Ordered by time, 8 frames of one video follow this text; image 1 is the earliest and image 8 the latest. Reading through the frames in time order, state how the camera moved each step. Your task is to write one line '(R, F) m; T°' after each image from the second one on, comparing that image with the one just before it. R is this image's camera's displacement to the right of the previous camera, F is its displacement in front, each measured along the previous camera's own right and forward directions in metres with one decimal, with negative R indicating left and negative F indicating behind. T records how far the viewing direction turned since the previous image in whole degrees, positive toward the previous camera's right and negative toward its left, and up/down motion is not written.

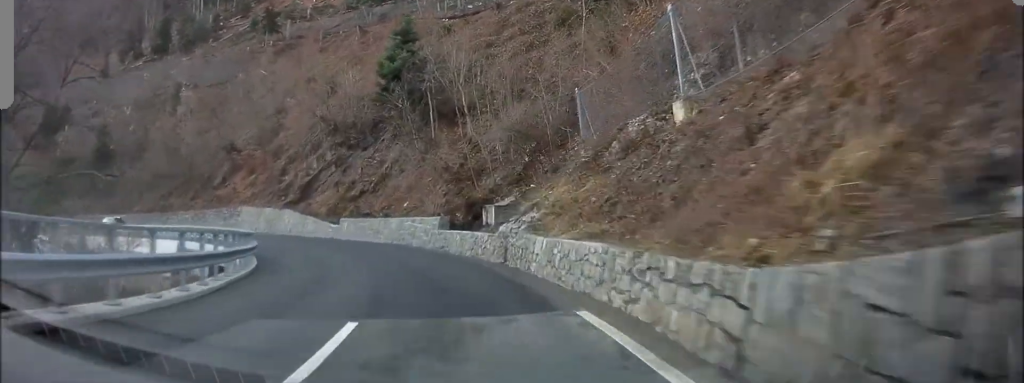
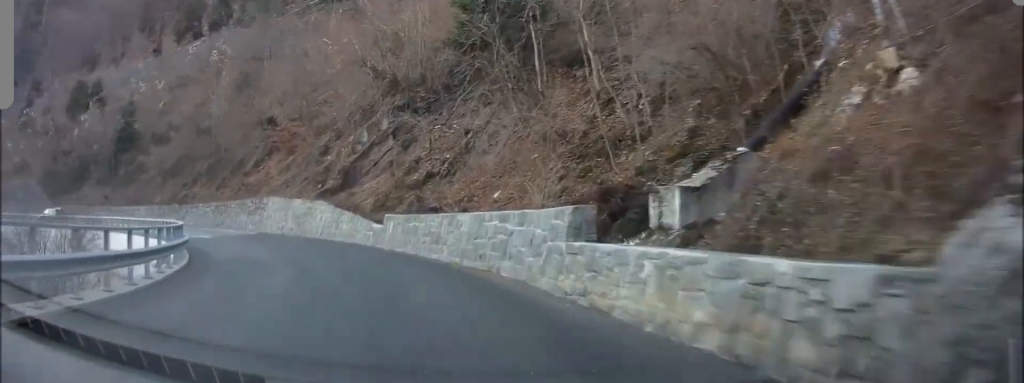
(+1.0, +13.4) m; +3°
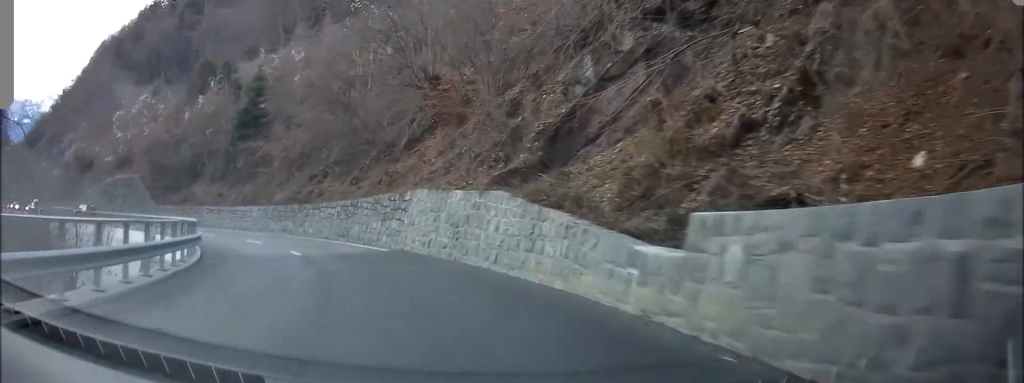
(-0.7, +15.2) m; -8°
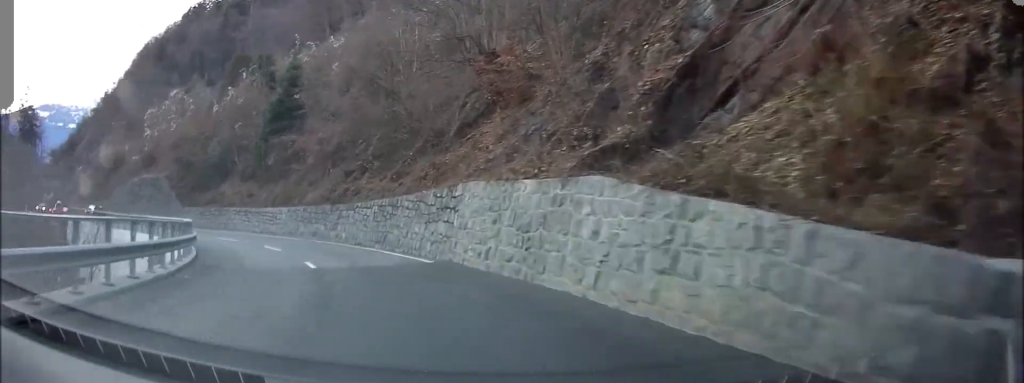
(-0.4, +5.5) m; -7°
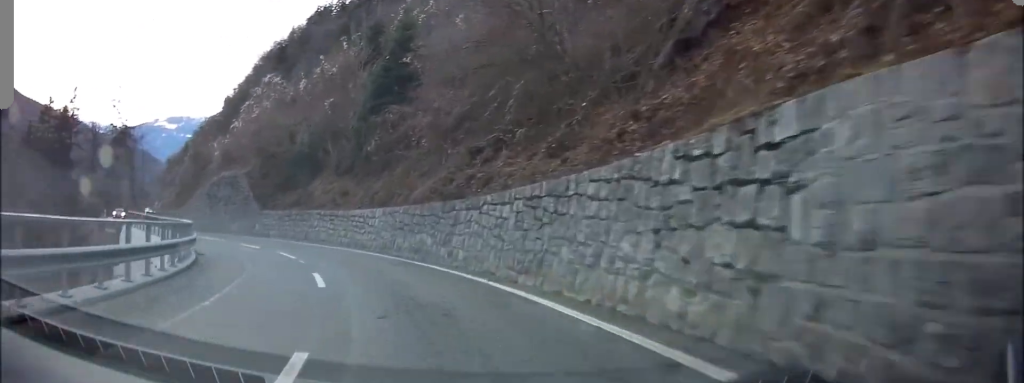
(-1.1, +11.7) m; -14°
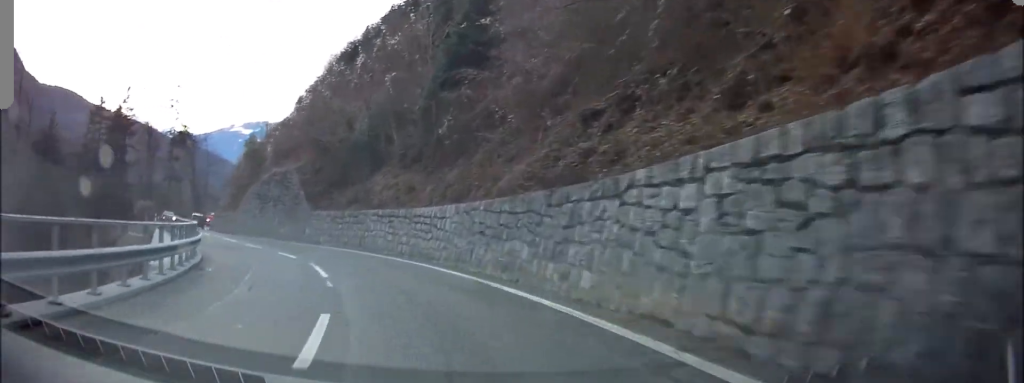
(-1.1, +7.0) m; -7°
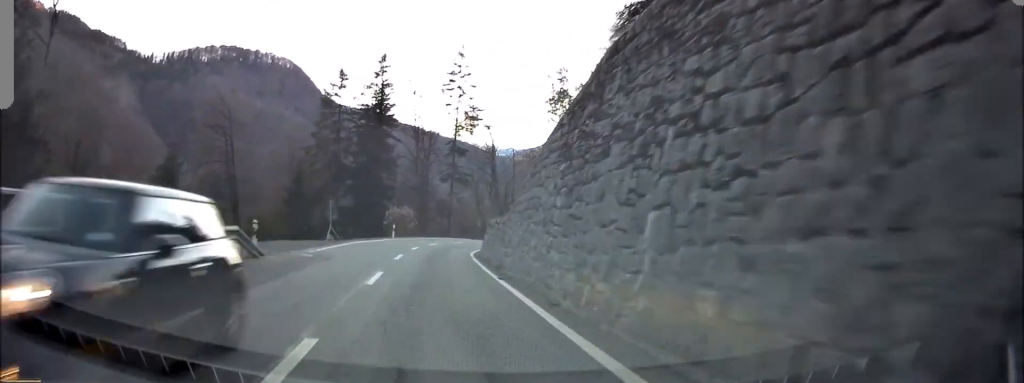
(-8.6, +29.5) m; -36°
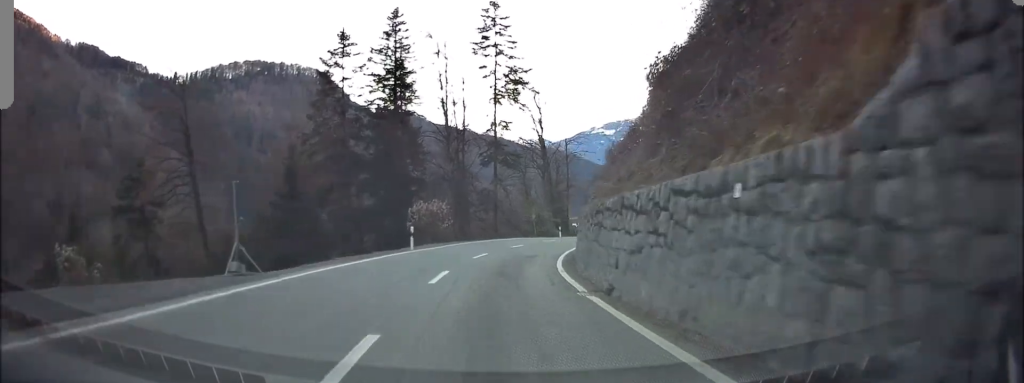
(-1.2, +18.2) m; -2°
